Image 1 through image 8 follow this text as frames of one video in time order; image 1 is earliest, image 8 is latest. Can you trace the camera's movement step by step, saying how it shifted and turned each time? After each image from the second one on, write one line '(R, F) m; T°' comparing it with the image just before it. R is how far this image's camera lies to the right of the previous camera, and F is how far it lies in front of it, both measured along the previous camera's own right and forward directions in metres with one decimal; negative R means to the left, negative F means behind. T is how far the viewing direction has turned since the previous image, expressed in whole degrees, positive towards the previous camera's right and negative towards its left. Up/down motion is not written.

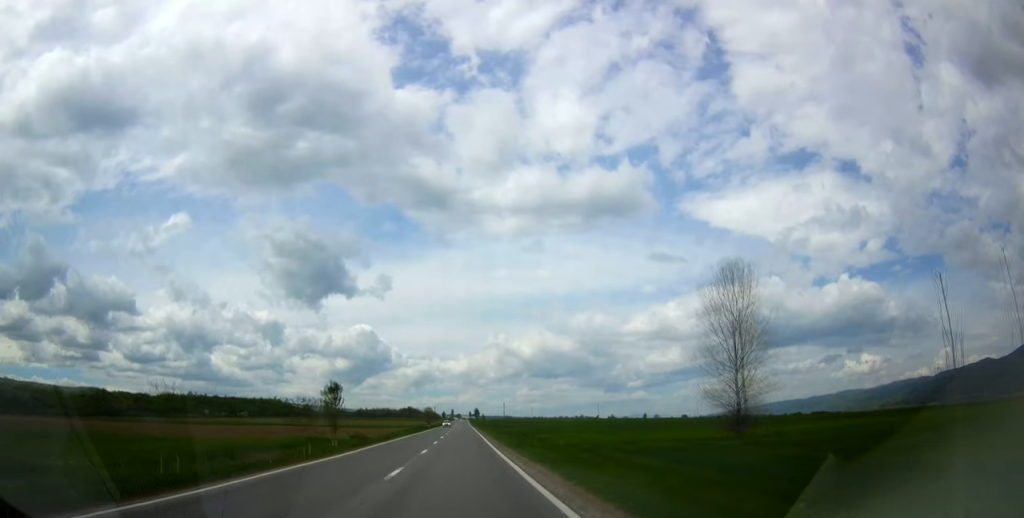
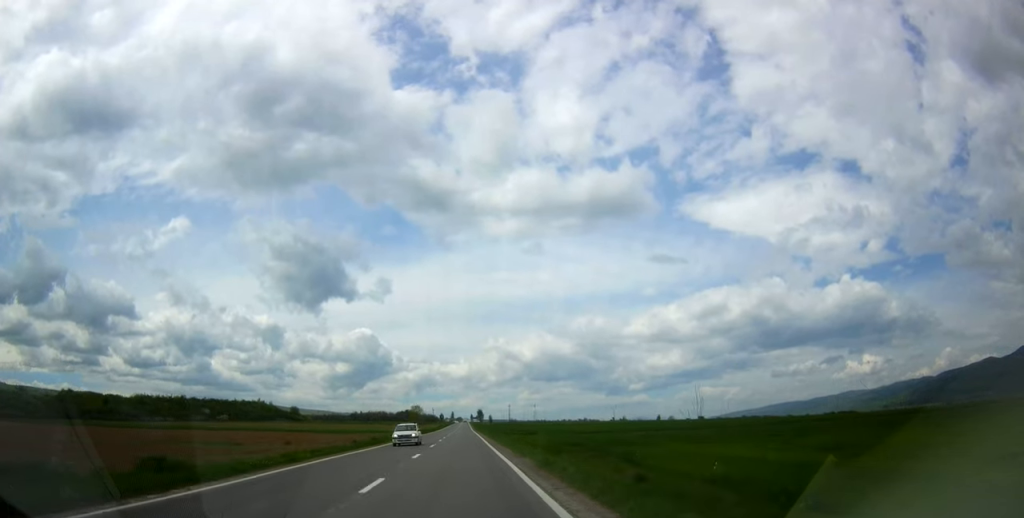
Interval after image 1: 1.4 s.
(+0.6, +39.2) m; 0°
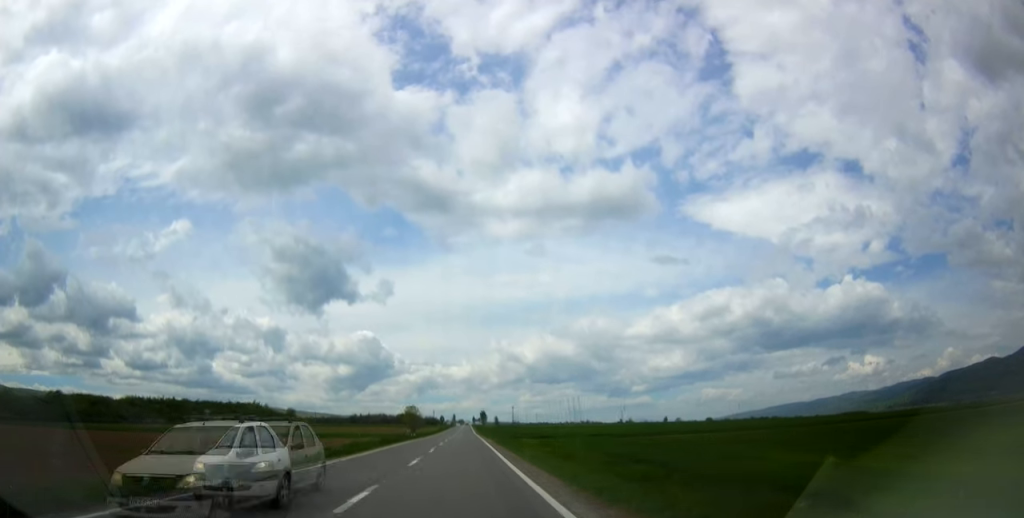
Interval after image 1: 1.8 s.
(+0.2, +13.9) m; -1°
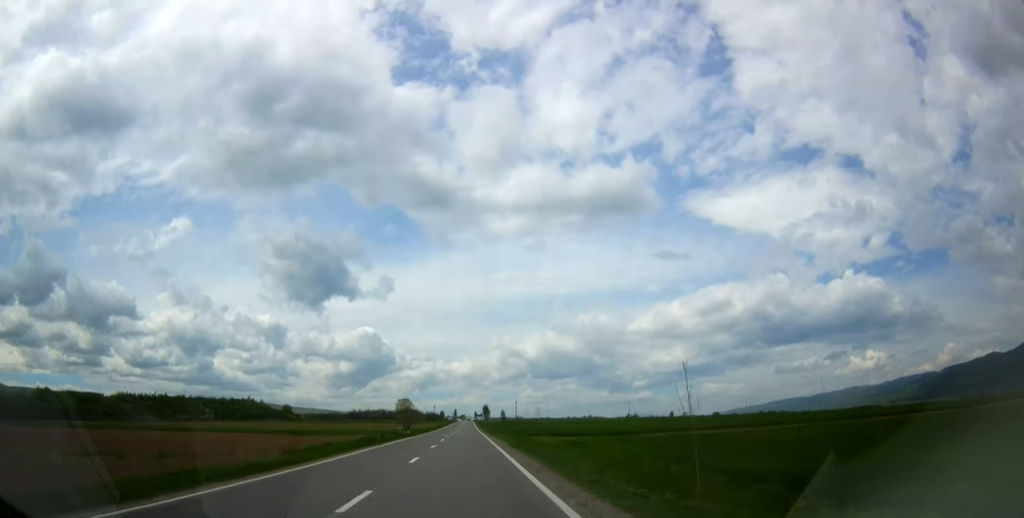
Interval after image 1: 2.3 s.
(-0.2, +12.8) m; 0°
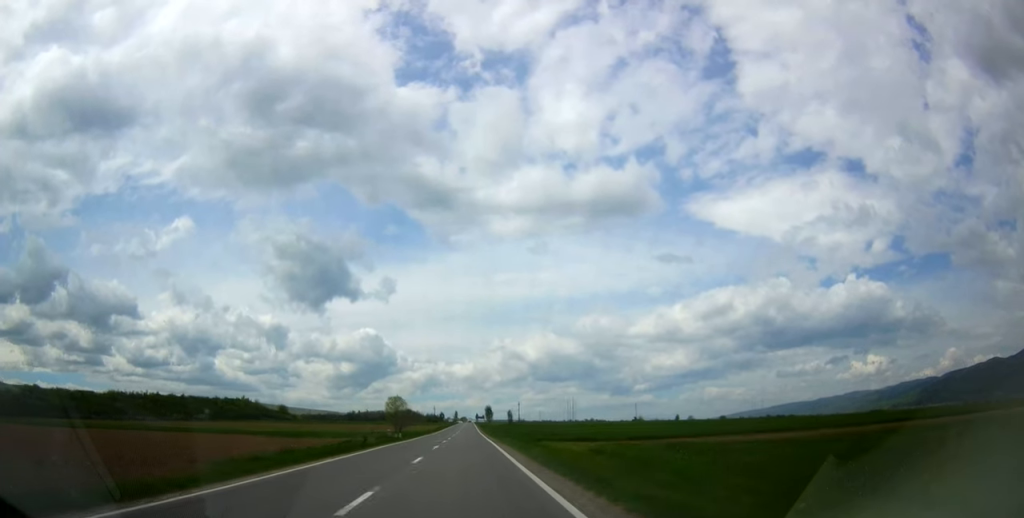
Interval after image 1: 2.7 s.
(-0.3, +11.7) m; 0°
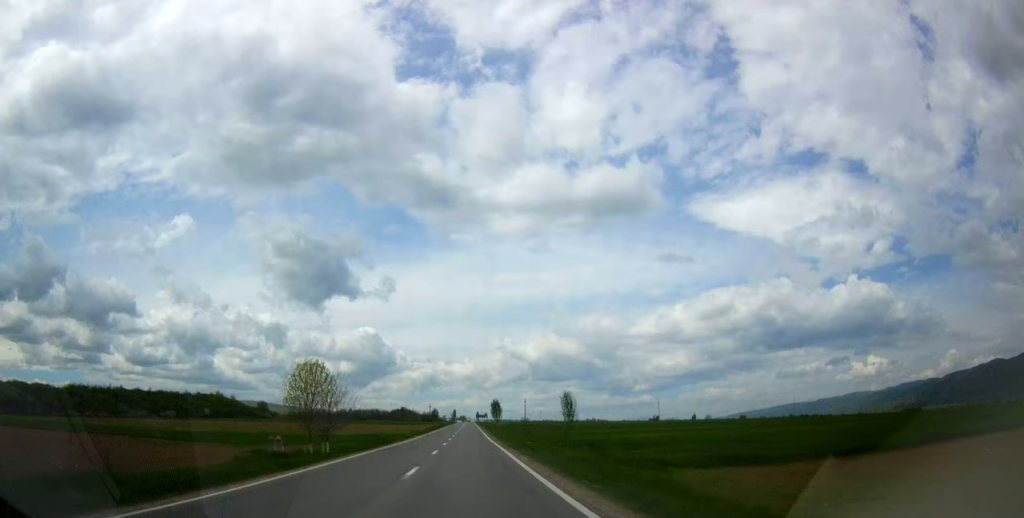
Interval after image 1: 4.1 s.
(+0.5, +40.9) m; +1°
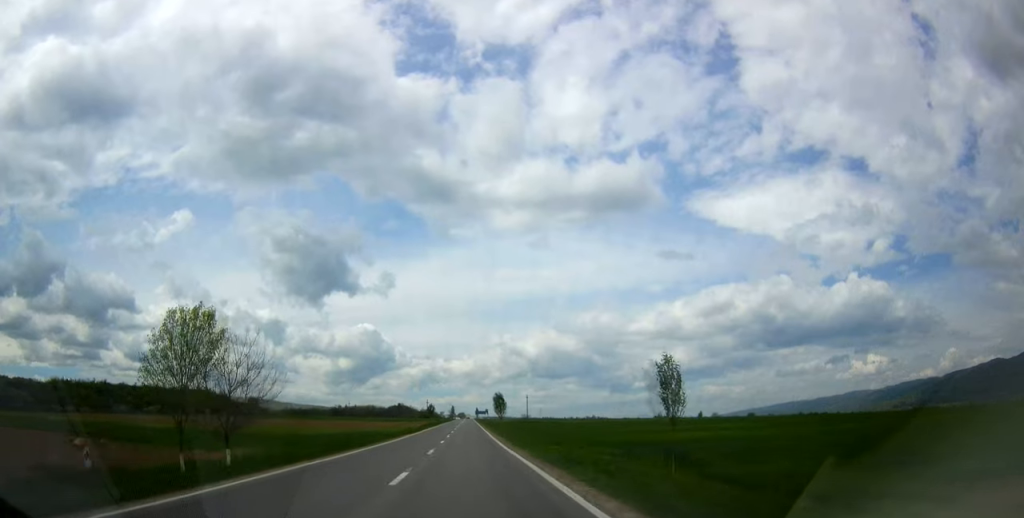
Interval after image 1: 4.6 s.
(0.0, +15.3) m; -1°
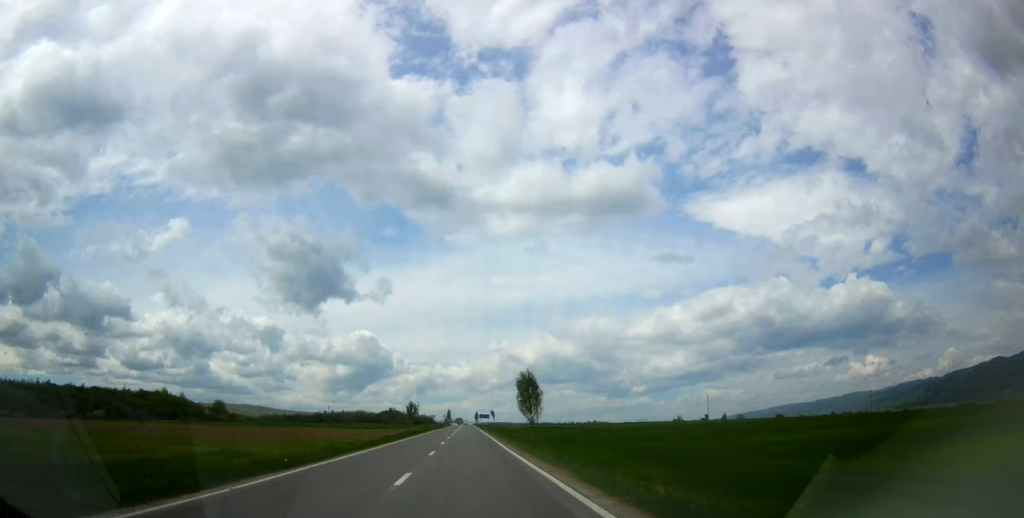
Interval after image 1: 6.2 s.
(-0.7, +48.4) m; -1°
